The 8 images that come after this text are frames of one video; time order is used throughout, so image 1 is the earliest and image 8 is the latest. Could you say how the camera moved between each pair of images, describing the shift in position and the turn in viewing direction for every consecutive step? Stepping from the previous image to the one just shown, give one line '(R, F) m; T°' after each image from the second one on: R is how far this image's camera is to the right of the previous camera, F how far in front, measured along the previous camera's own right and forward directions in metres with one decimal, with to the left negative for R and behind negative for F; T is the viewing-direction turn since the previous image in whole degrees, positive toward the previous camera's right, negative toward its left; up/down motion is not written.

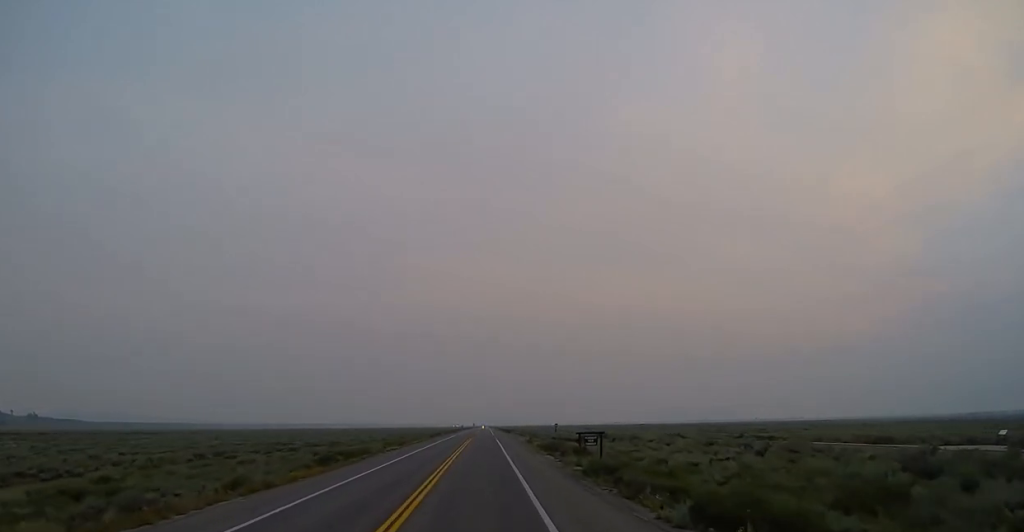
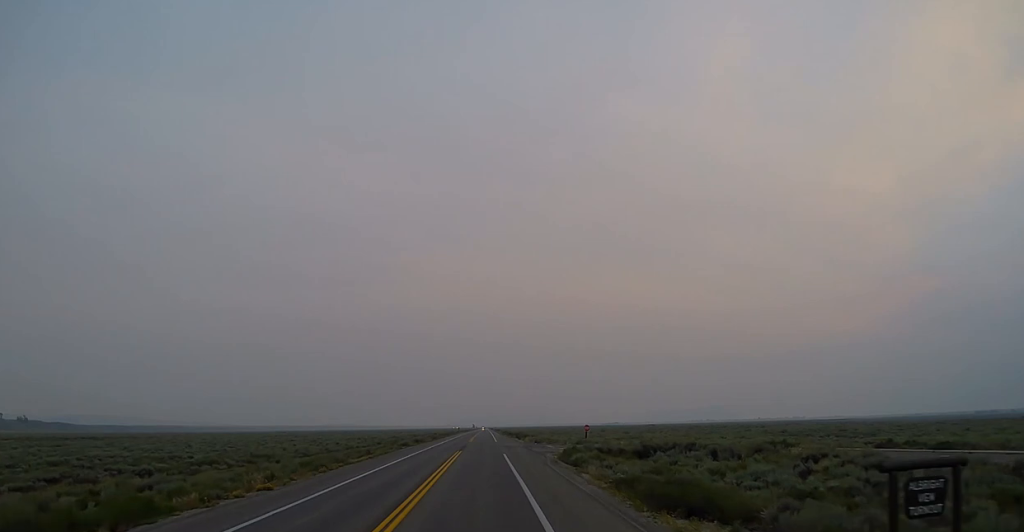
(-0.1, +34.9) m; 0°
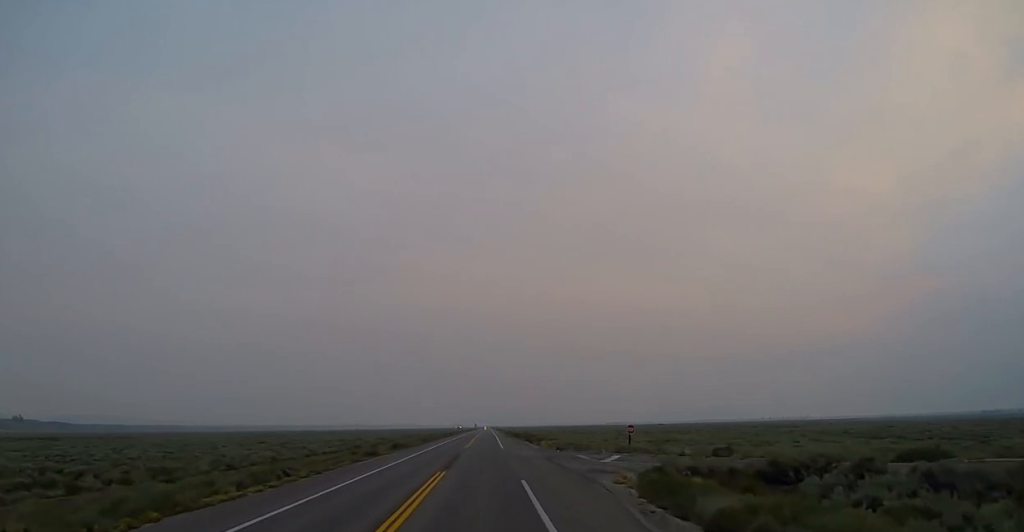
(0.0, +23.9) m; 0°
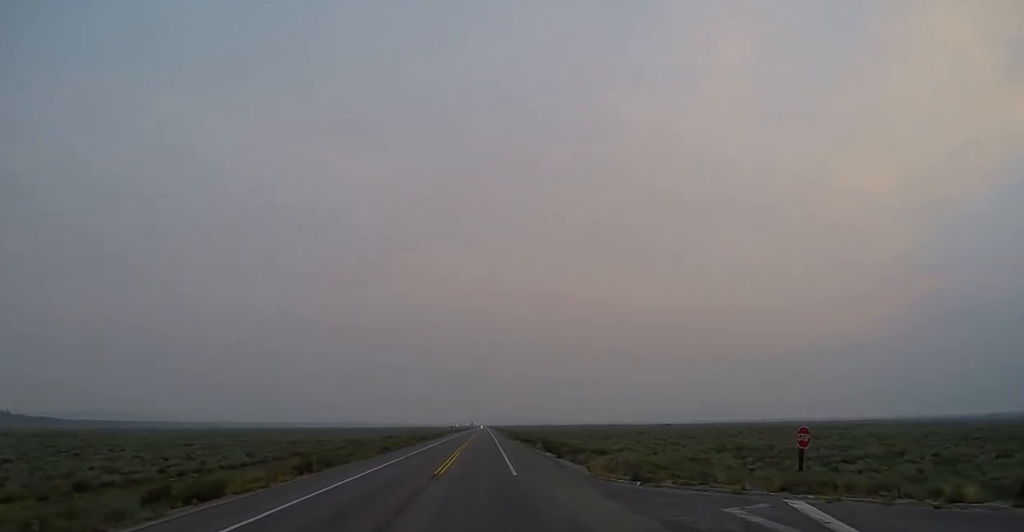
(0.0, +31.3) m; 0°
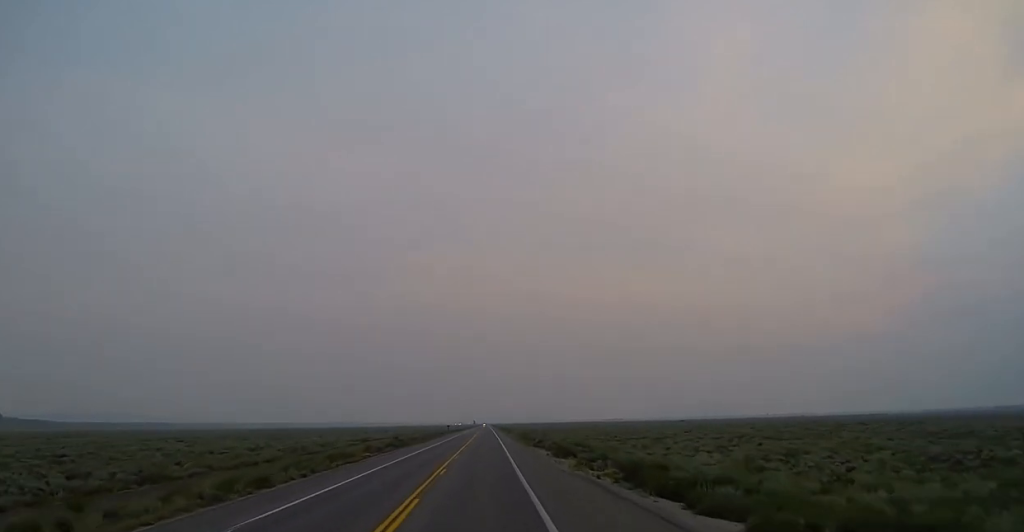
(0.0, +32.8) m; 0°
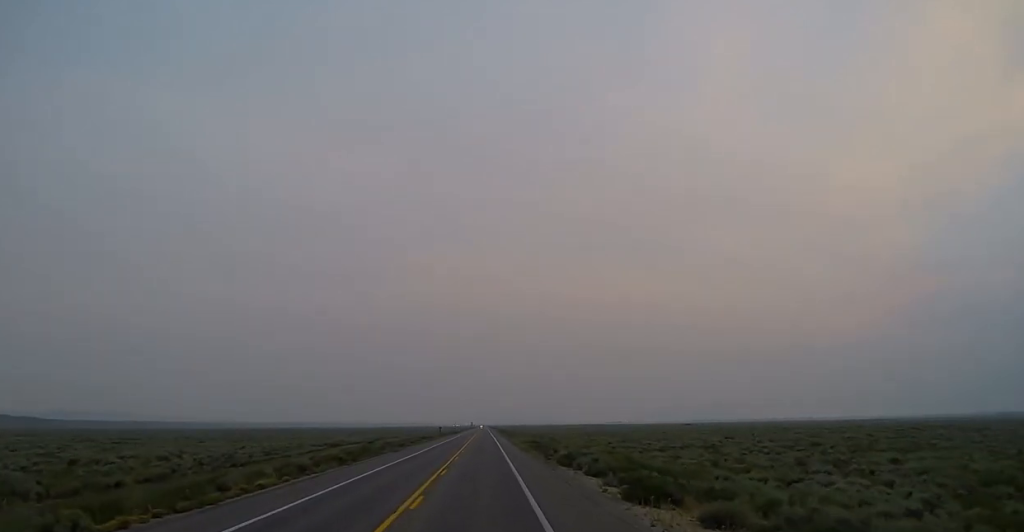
(0.0, +22.8) m; 0°
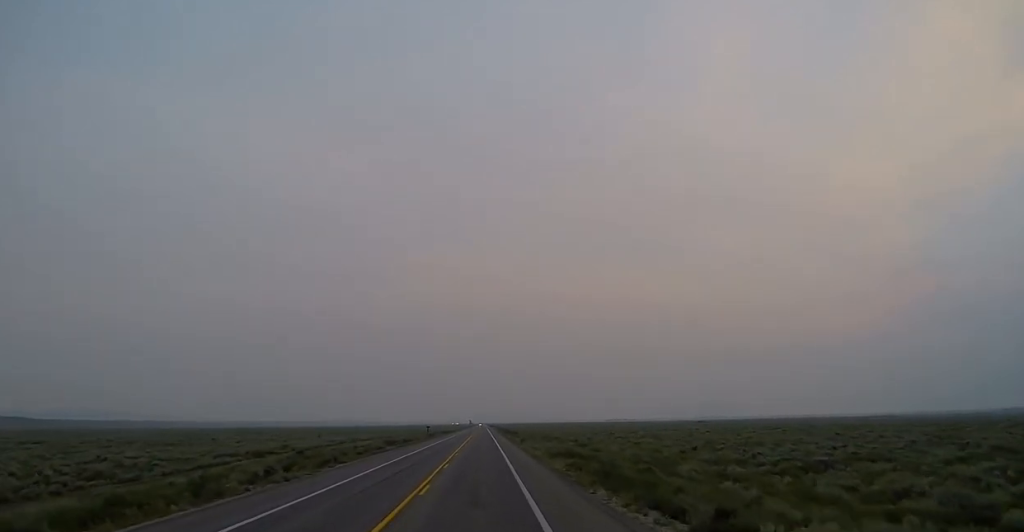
(+0.2, +34.5) m; +1°
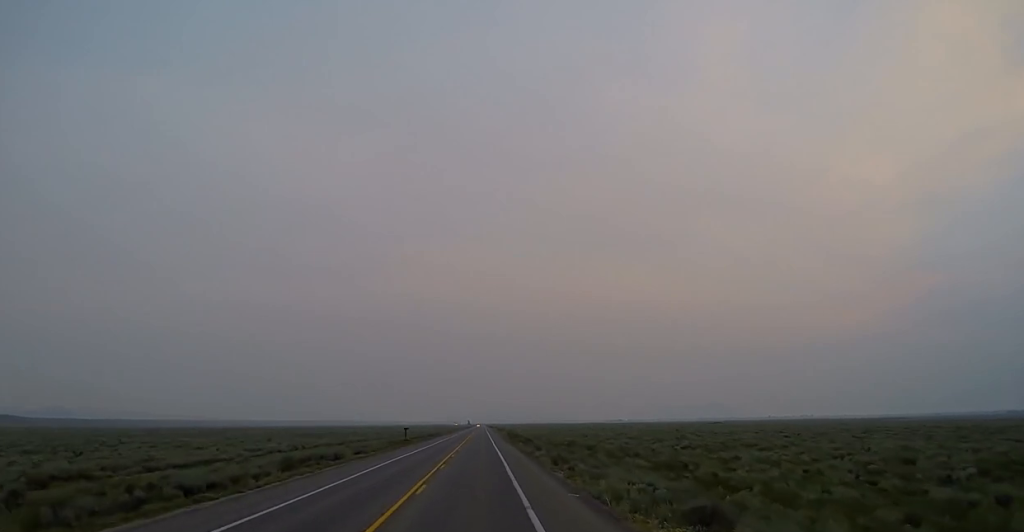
(+0.4, +35.3) m; 0°
